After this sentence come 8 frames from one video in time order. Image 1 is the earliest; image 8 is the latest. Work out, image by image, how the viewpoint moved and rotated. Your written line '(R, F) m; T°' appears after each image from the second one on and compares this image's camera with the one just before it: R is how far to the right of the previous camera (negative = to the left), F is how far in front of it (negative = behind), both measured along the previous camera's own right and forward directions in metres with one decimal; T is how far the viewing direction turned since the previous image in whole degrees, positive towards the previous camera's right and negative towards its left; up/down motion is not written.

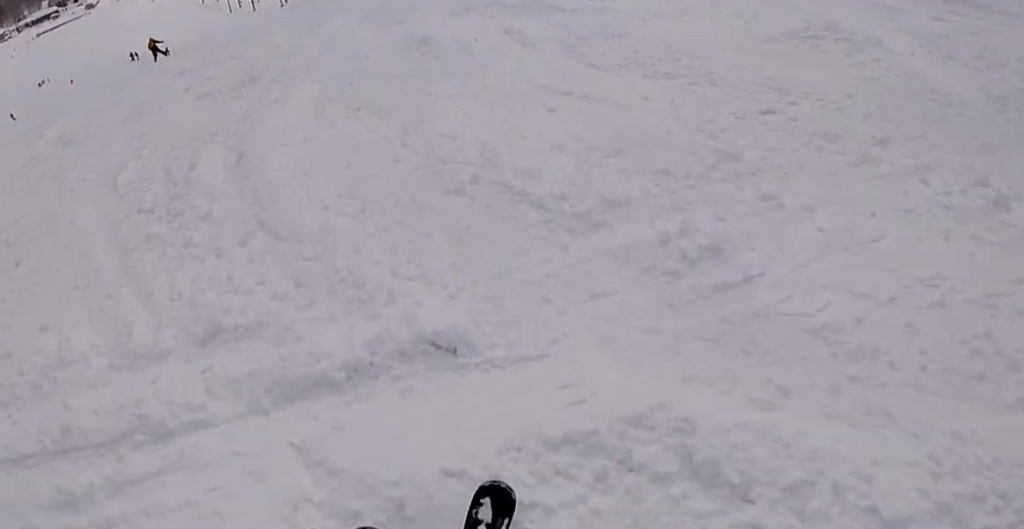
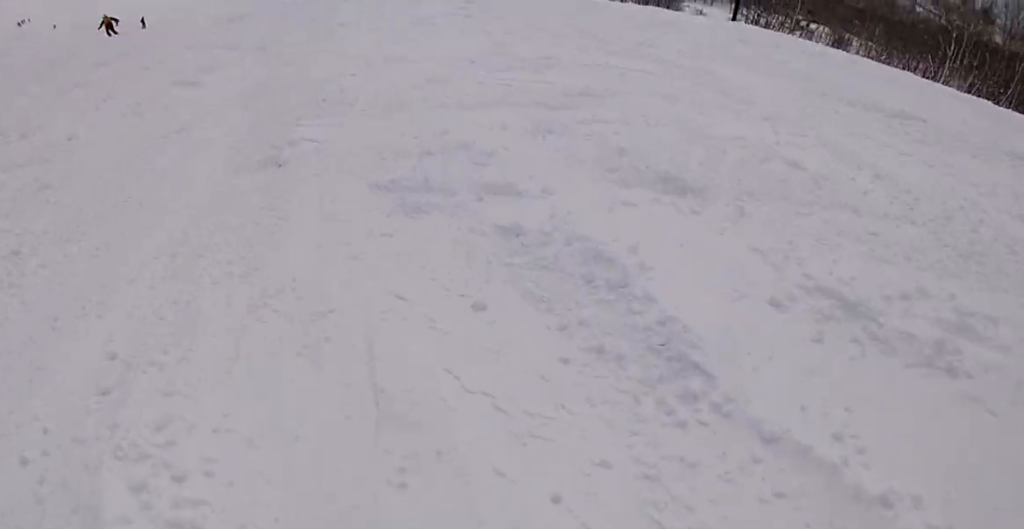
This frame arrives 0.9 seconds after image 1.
(+1.3, +6.6) m; +15°
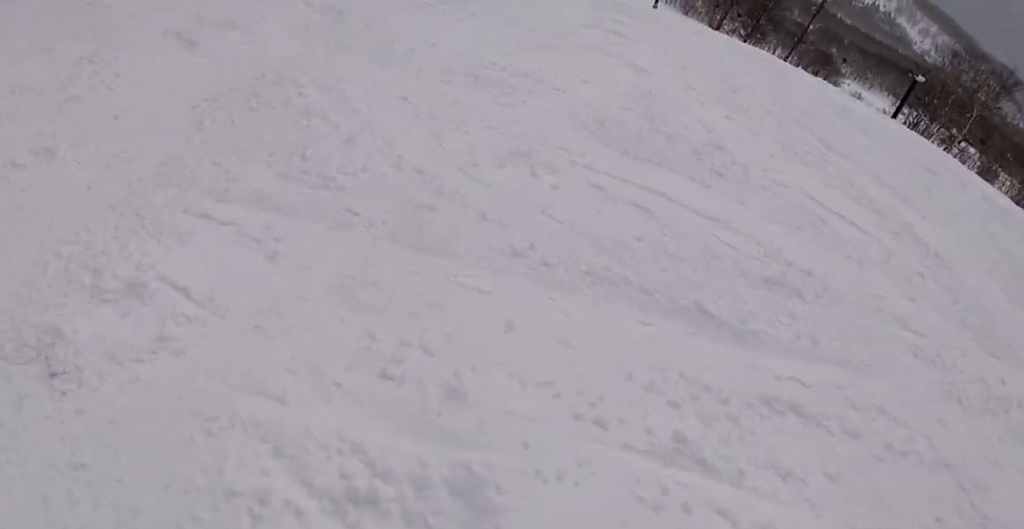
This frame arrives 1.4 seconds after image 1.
(+0.2, +3.5) m; +4°
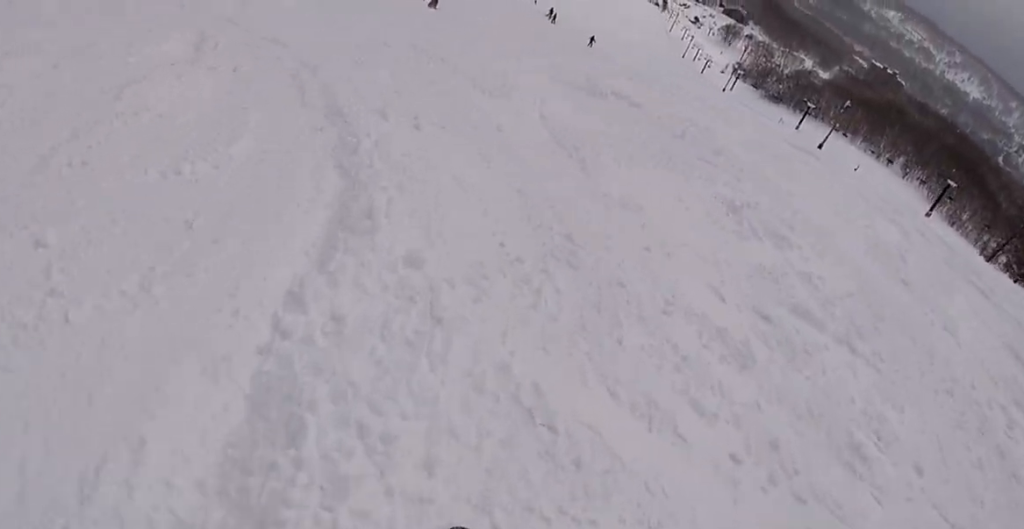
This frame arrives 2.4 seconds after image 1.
(+0.6, +7.5) m; +4°
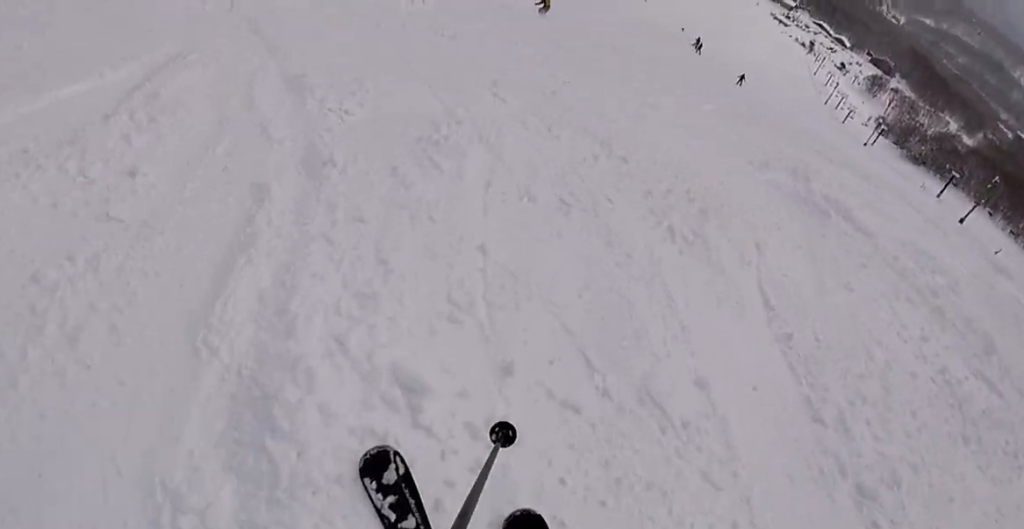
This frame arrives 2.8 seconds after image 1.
(+0.1, +3.1) m; -4°
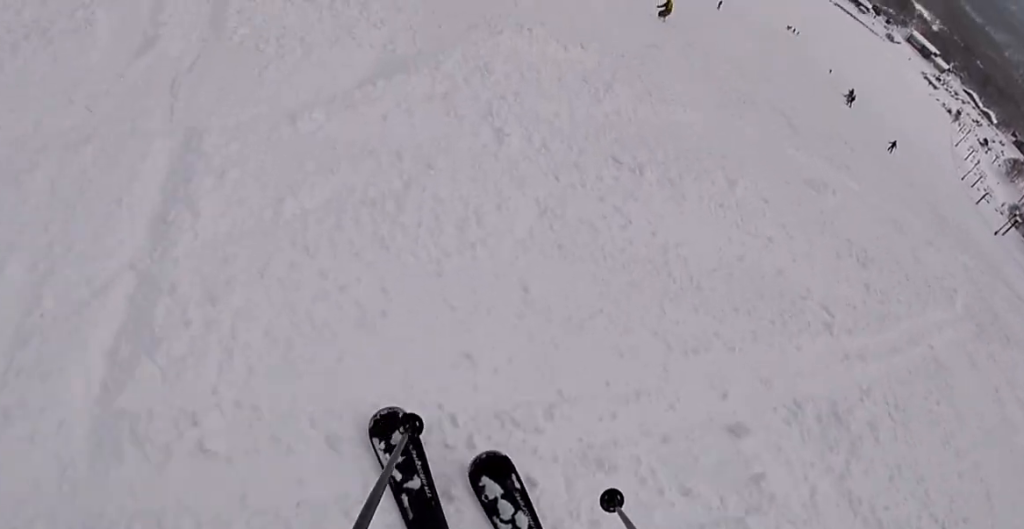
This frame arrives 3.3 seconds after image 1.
(+0.2, +3.6) m; -15°
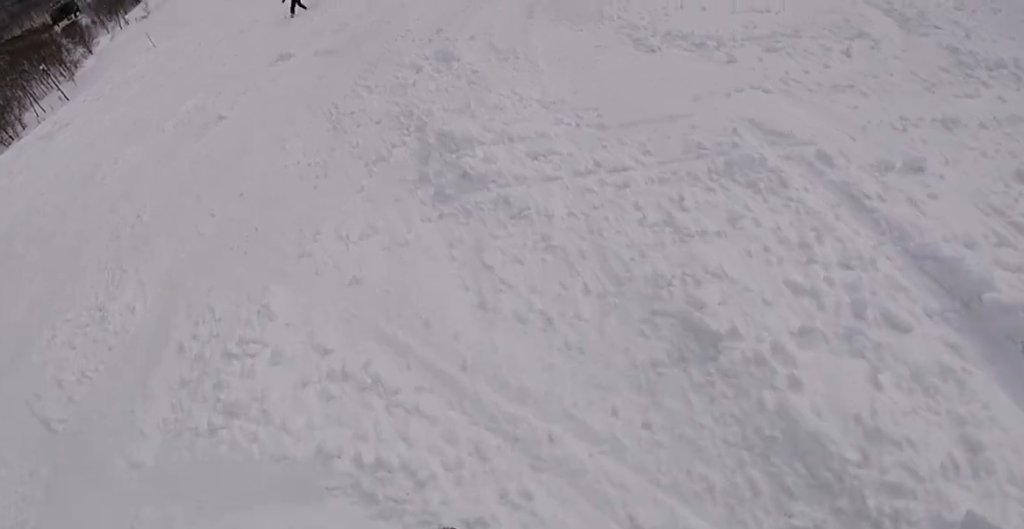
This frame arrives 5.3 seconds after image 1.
(-7.7, +10.0) m; -51°
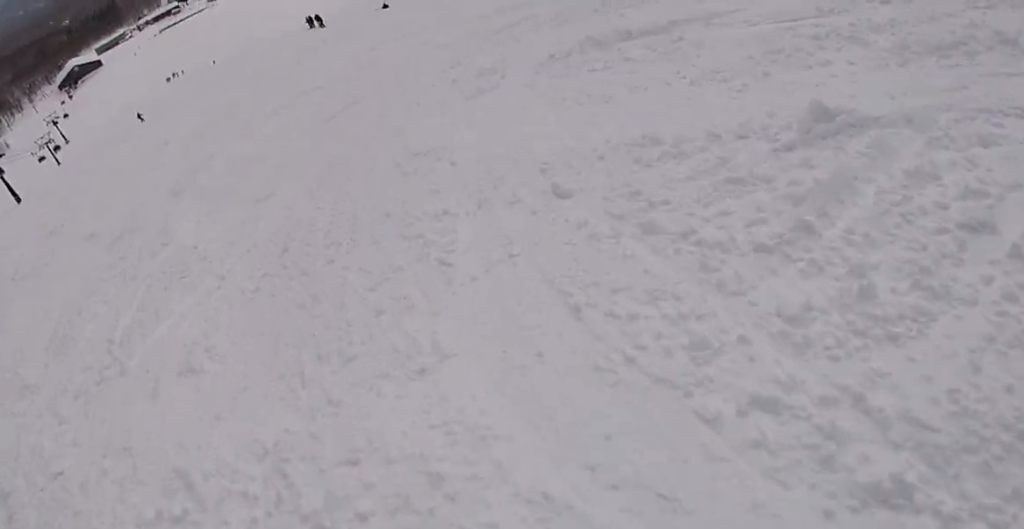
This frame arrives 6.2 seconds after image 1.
(+0.3, +6.4) m; +16°
